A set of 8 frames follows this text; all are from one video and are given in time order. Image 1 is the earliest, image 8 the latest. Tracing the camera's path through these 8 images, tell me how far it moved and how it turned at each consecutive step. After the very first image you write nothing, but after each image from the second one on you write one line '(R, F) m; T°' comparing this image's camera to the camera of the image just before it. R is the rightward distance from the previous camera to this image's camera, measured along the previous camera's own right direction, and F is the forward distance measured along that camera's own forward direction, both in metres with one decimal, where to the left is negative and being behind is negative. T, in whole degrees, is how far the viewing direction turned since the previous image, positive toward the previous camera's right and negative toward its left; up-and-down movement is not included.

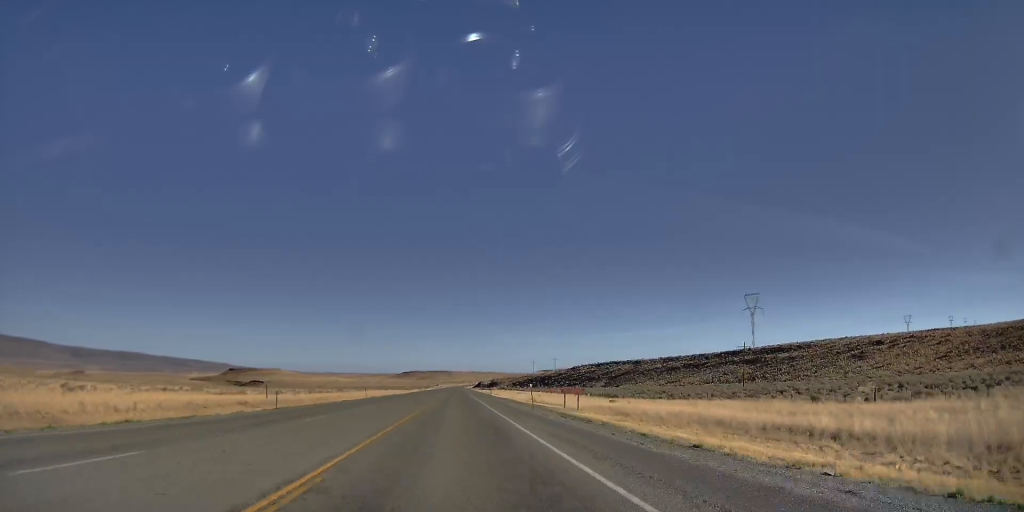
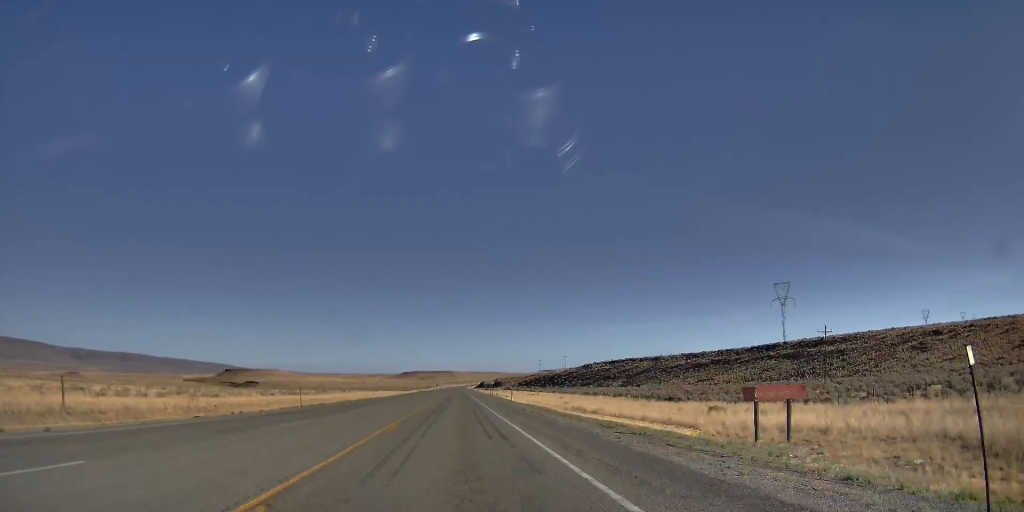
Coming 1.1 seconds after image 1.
(+0.1, +32.1) m; -1°
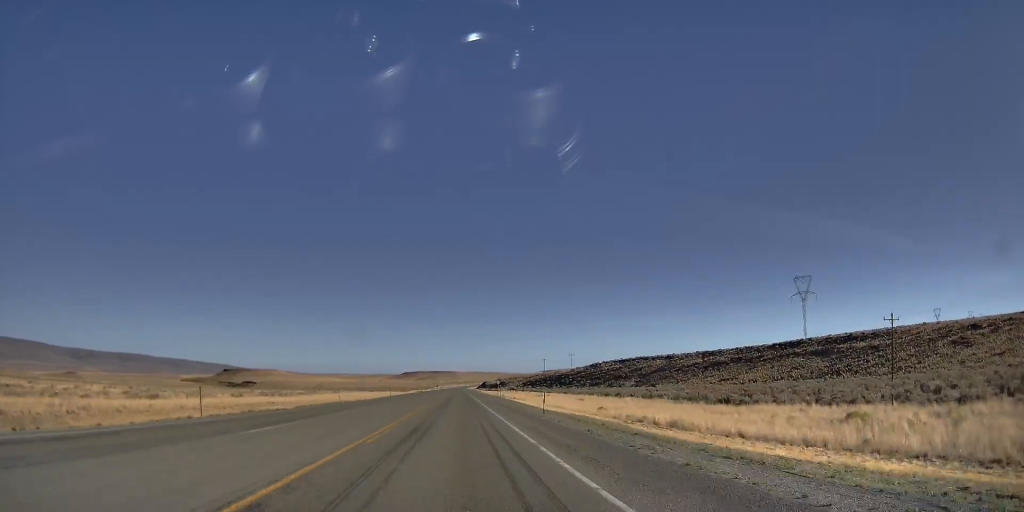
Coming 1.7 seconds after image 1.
(-0.4, +18.6) m; -1°
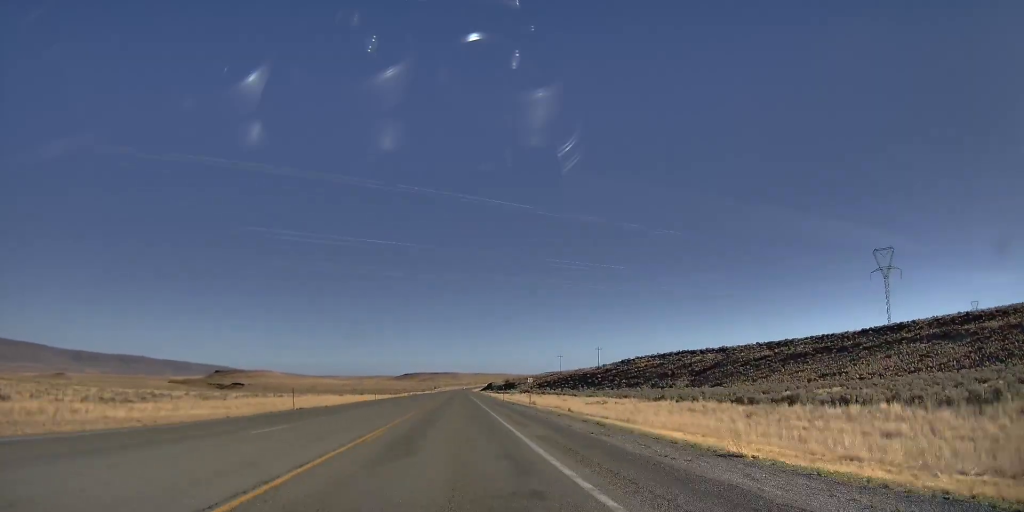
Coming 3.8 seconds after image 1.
(+1.9, +60.7) m; +3°
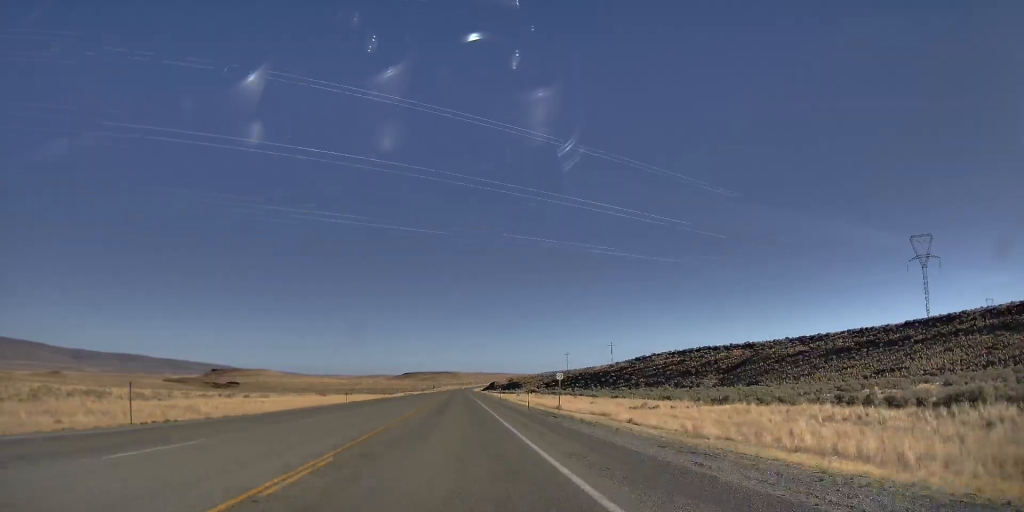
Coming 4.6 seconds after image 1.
(0.0, +22.6) m; -1°
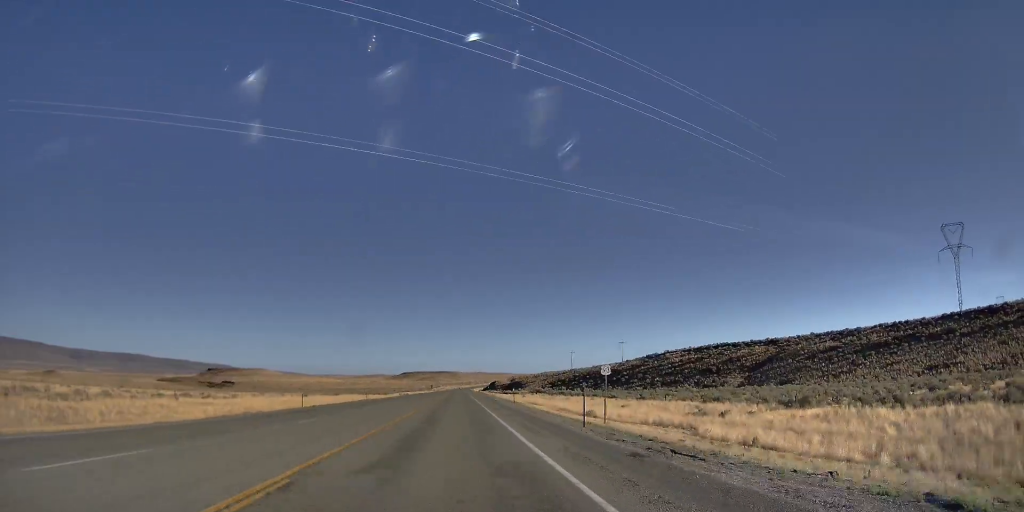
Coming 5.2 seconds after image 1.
(-0.4, +17.8) m; 0°
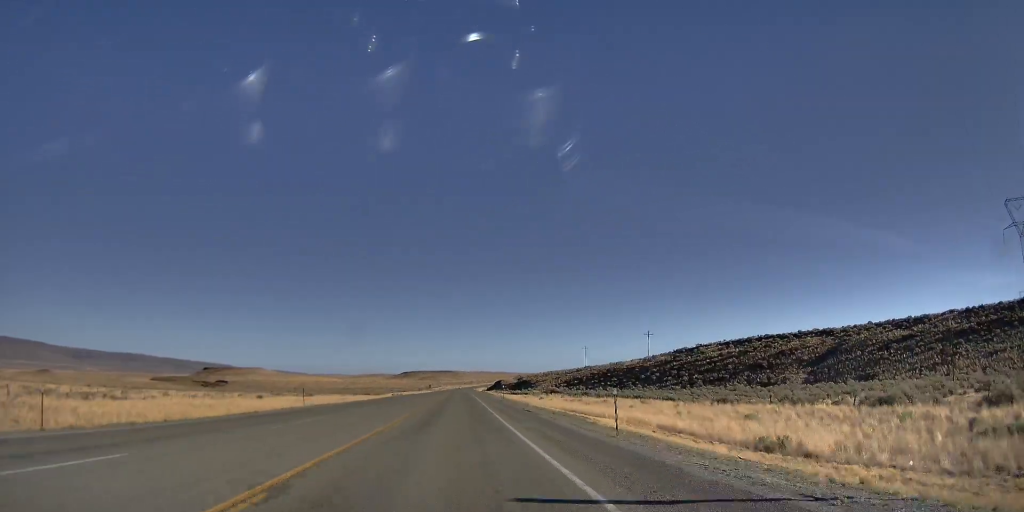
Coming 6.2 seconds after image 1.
(-0.1, +31.3) m; +1°
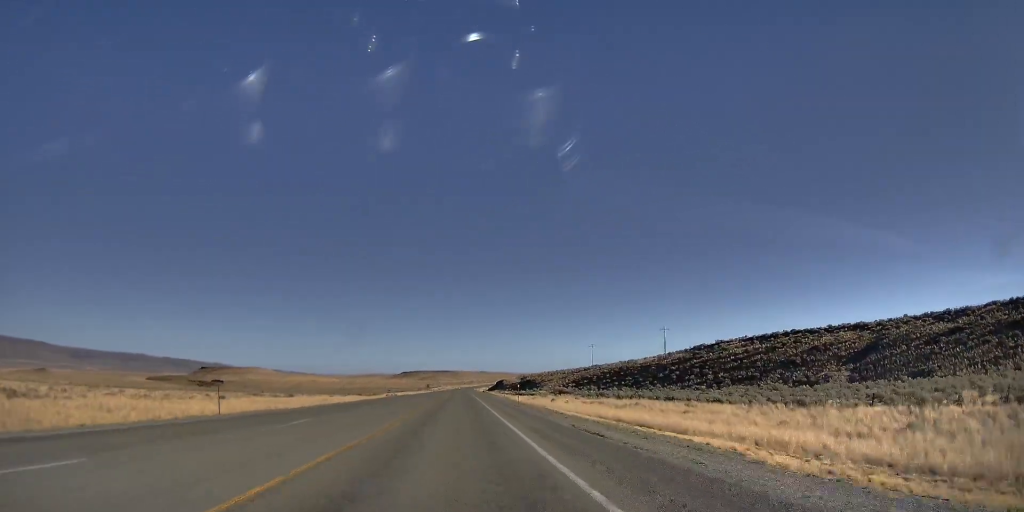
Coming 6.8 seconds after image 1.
(+0.1, +15.4) m; +1°
